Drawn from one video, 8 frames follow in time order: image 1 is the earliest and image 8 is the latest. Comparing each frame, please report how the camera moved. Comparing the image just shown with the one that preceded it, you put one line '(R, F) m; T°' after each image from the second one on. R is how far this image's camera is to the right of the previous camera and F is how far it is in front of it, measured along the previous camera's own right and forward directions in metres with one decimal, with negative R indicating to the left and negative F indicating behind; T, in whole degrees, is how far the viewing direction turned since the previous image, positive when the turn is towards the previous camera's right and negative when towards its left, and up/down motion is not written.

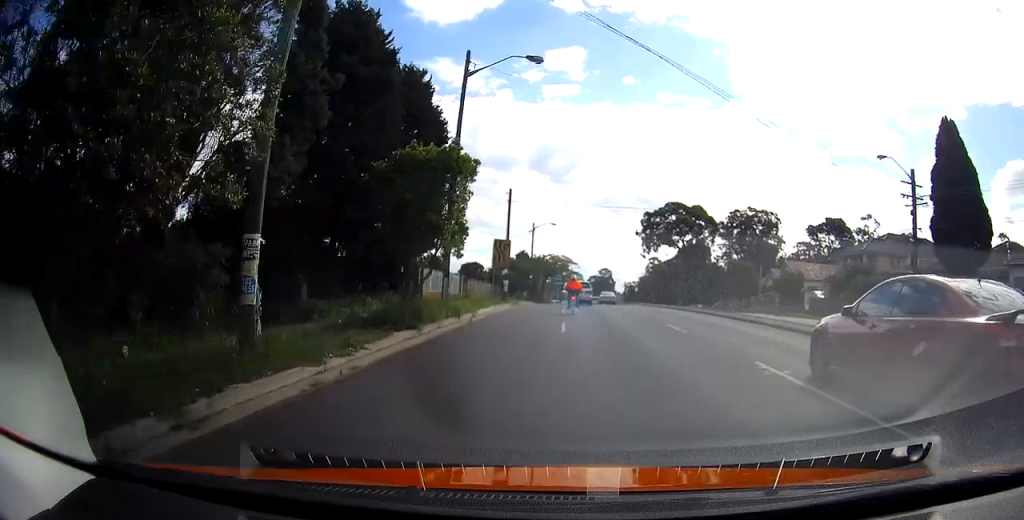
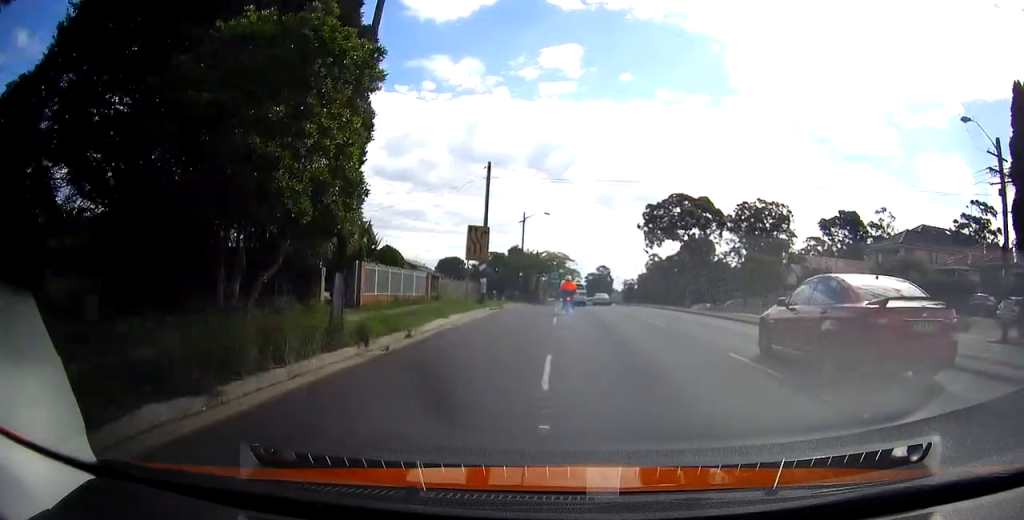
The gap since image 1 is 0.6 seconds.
(+0.1, +8.6) m; 0°
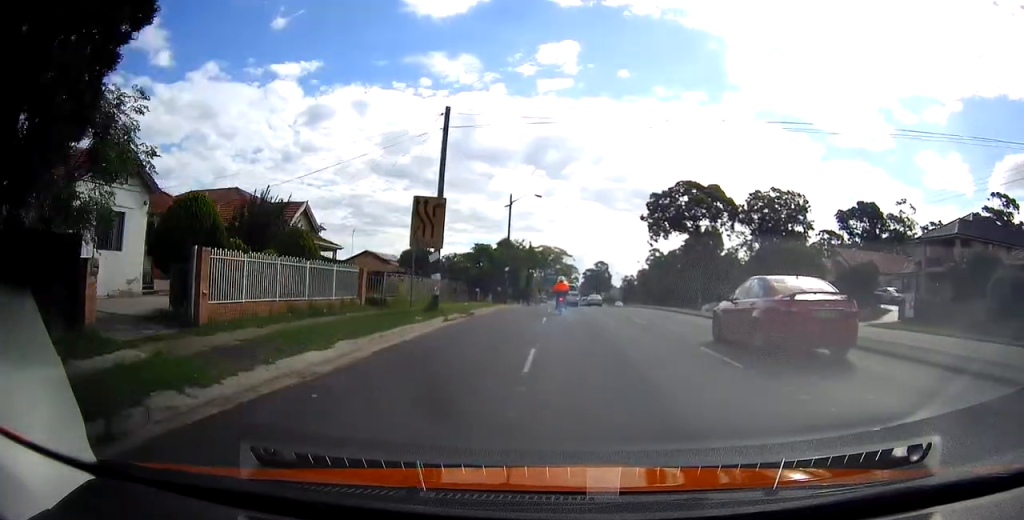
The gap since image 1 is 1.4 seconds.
(+0.1, +10.1) m; 0°
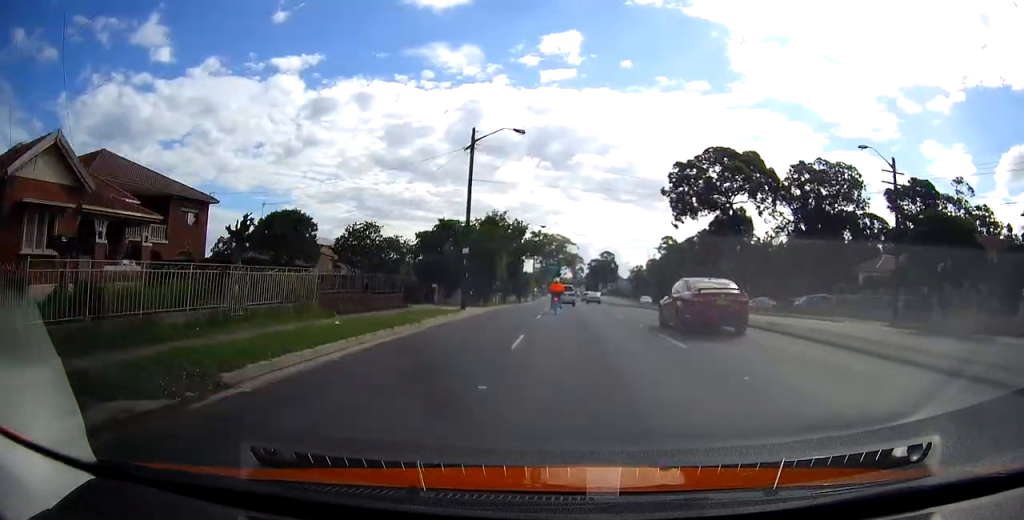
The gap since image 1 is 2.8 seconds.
(-0.6, +19.7) m; -2°
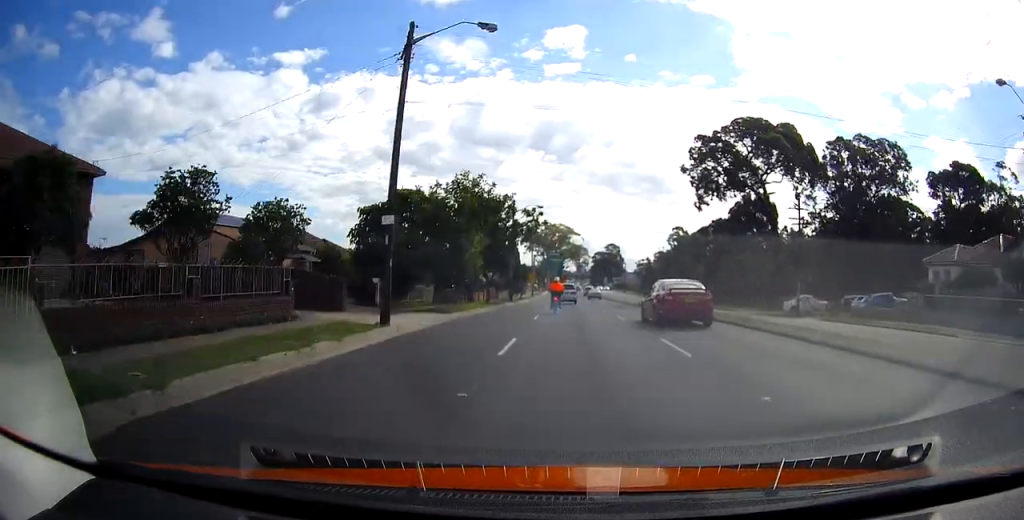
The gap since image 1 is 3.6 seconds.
(0.0, +12.4) m; 0°
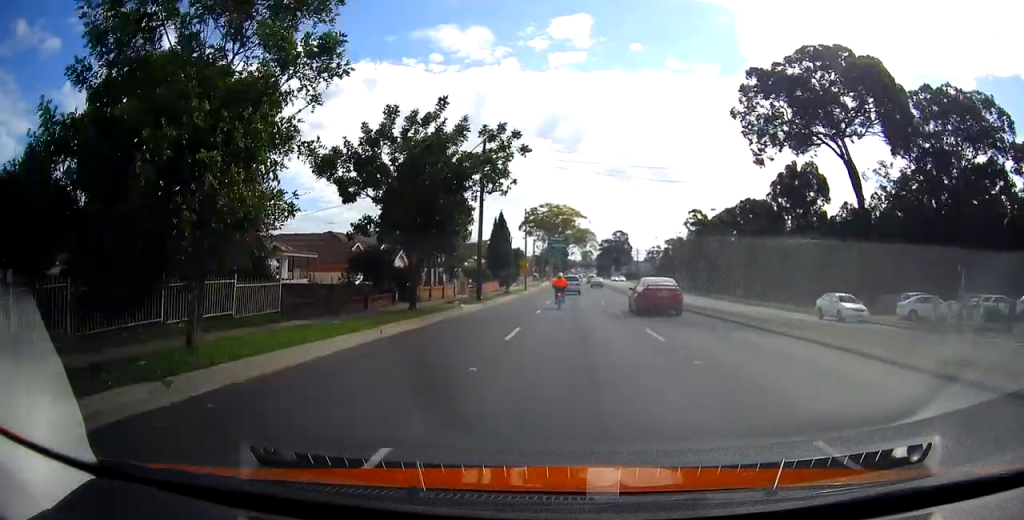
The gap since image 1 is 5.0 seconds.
(+0.1, +20.4) m; +1°
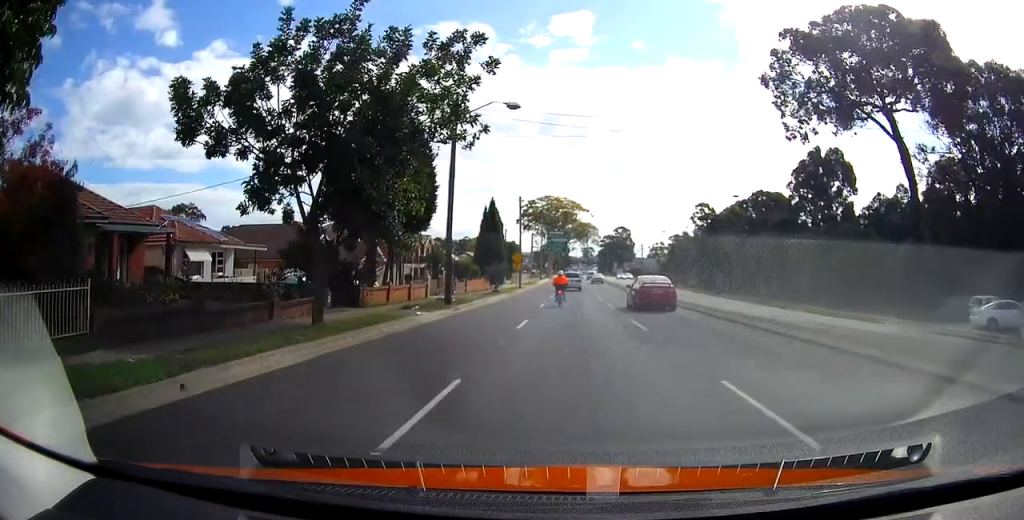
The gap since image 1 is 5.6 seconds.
(+0.1, +8.3) m; 0°
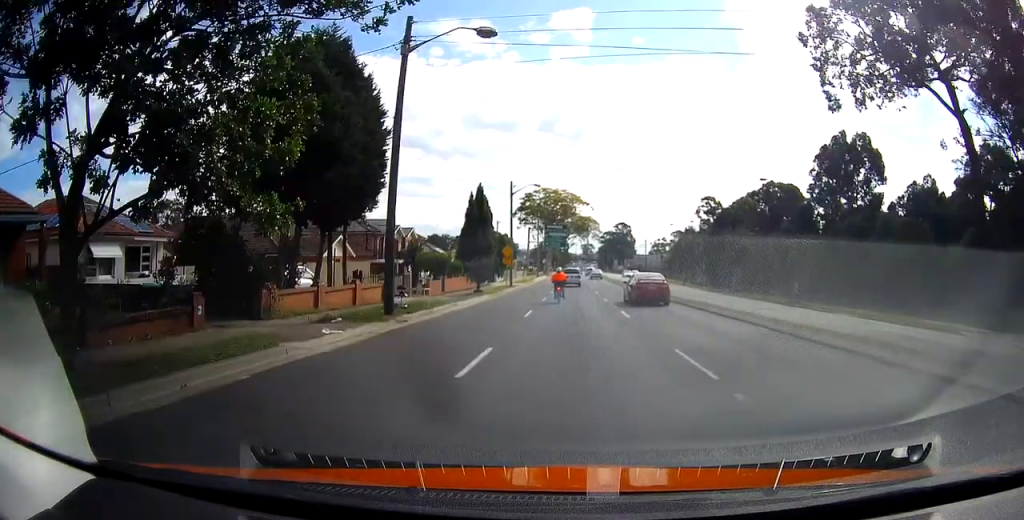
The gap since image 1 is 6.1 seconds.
(+0.1, +7.9) m; 0°
